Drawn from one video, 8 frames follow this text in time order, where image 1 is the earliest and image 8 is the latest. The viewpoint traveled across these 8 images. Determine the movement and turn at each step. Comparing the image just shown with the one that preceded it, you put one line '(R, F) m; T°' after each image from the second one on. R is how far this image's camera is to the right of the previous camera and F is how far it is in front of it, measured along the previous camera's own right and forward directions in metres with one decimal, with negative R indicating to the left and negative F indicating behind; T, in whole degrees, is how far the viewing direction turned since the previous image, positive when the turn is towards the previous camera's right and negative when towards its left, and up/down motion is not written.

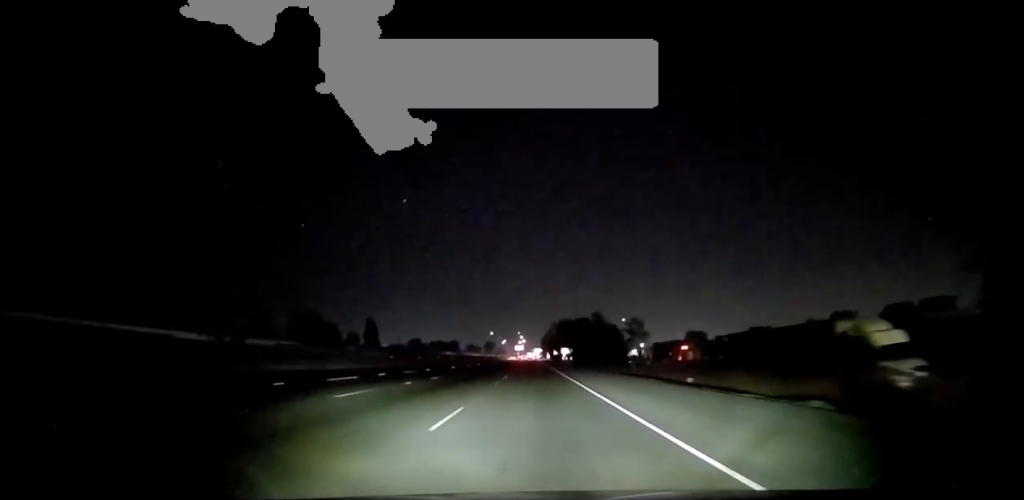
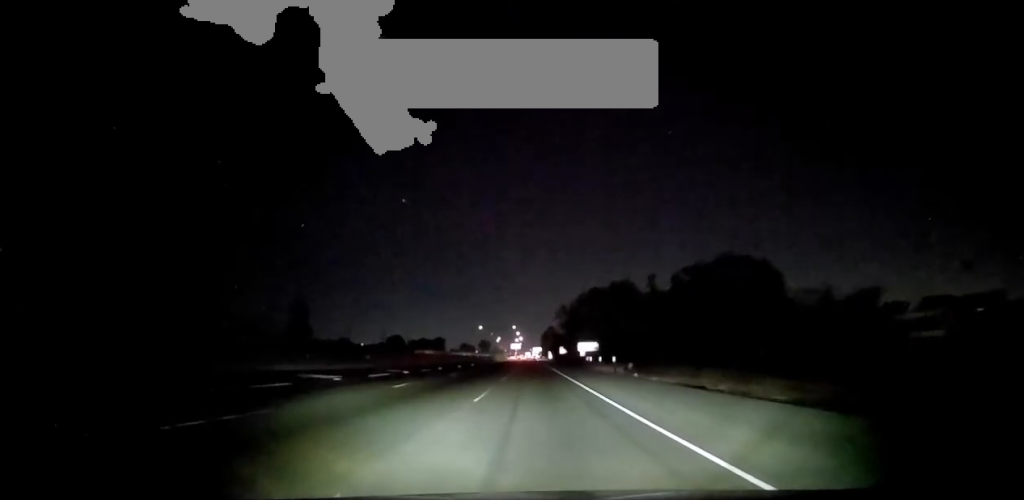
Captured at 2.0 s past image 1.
(-0.1, +49.8) m; 0°
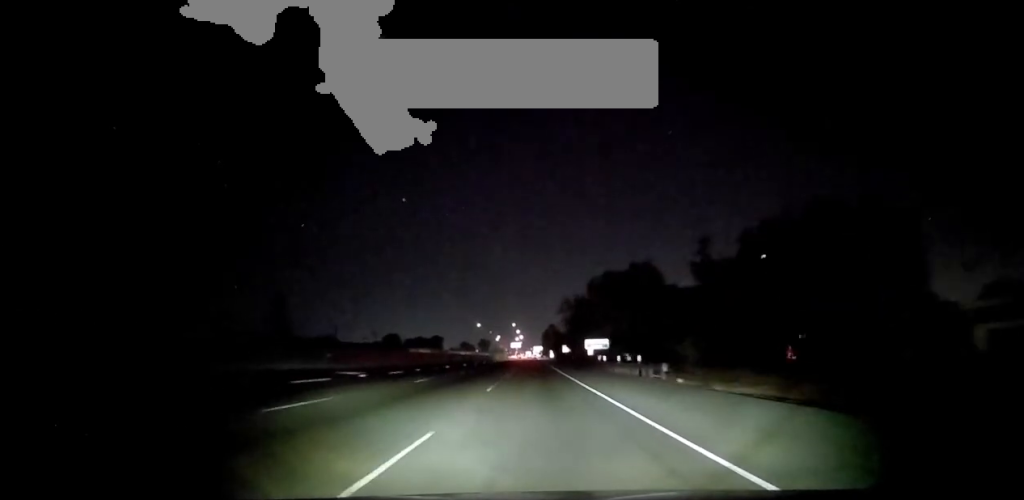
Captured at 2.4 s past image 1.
(+0.2, +10.2) m; 0°
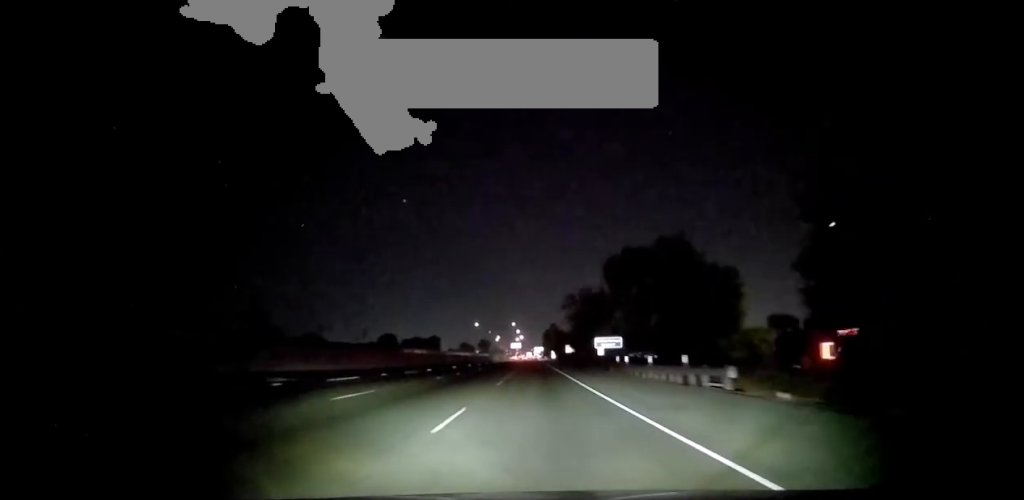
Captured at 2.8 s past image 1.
(-0.1, +10.3) m; 0°
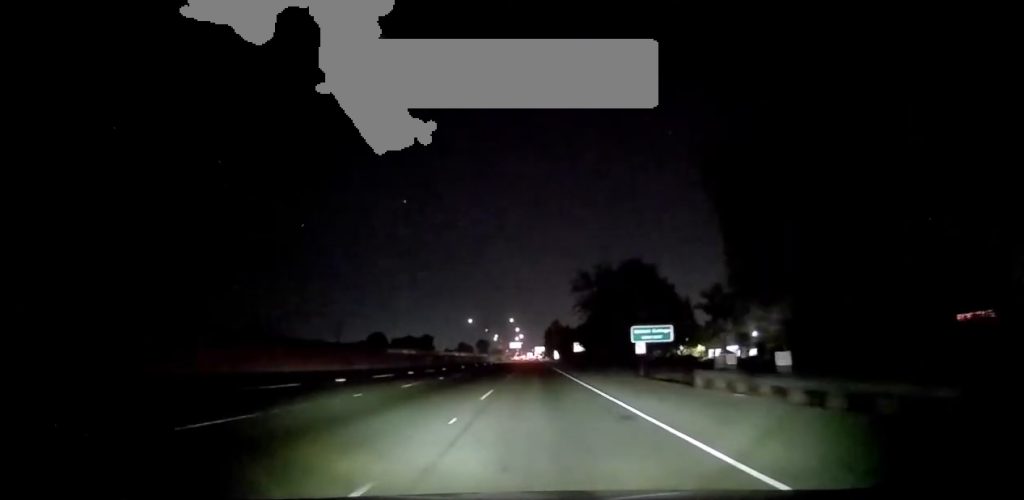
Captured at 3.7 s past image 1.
(-0.3, +22.3) m; 0°
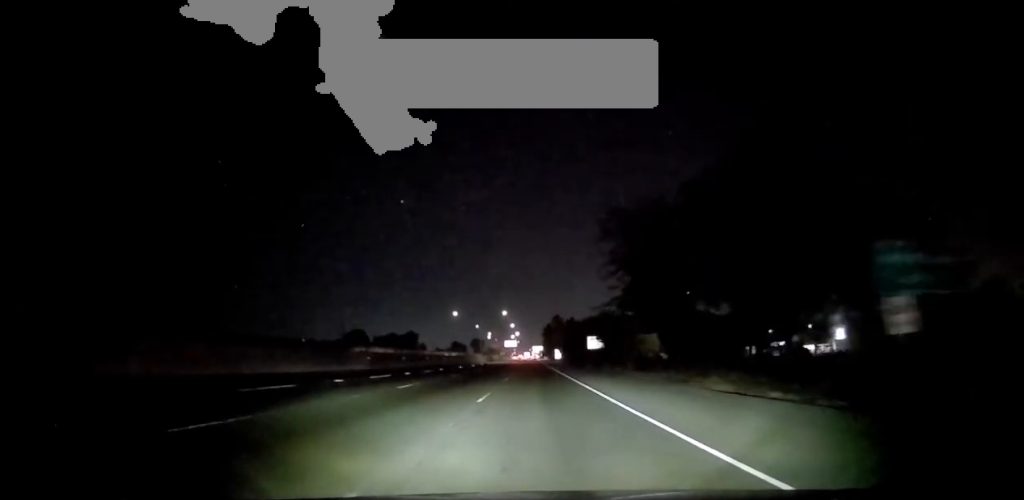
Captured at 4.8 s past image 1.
(+0.3, +29.3) m; 0°
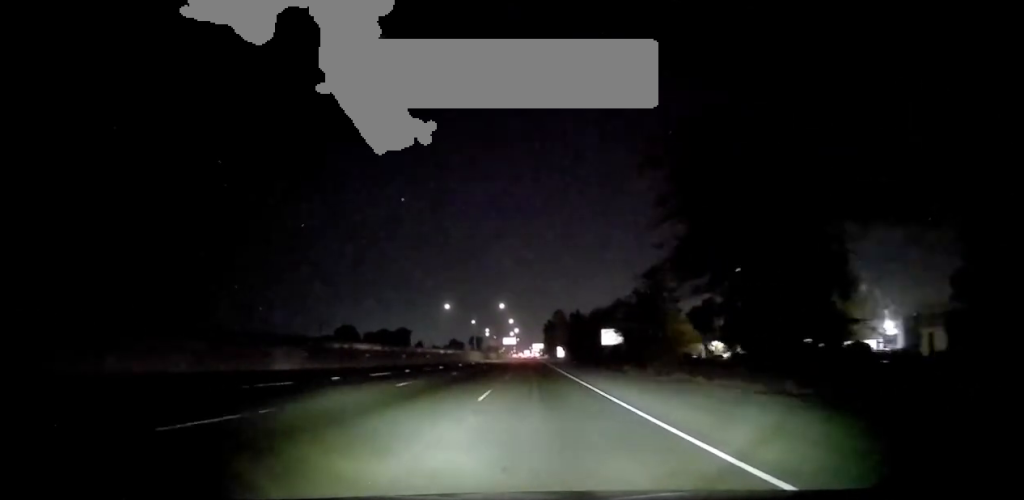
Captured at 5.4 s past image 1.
(-0.3, +14.8) m; 0°
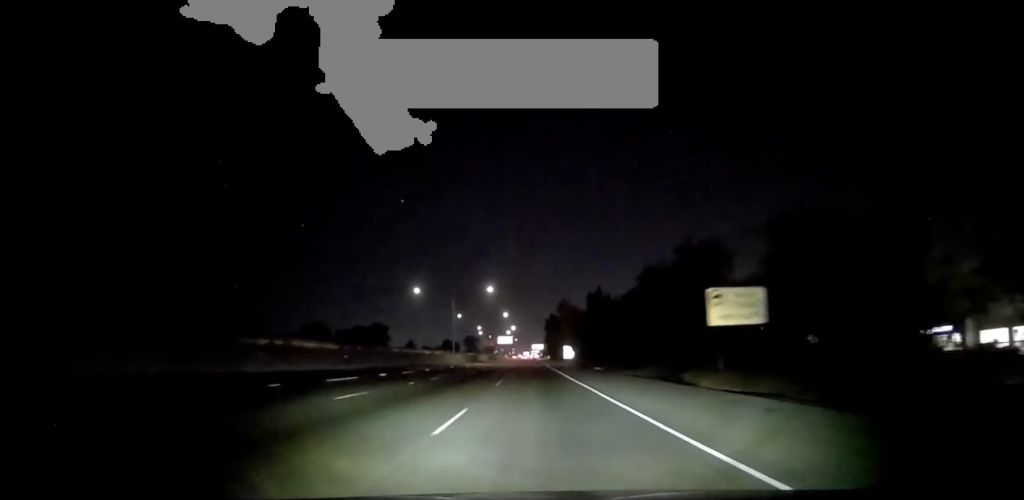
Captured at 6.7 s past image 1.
(+0.3, +35.6) m; 0°
